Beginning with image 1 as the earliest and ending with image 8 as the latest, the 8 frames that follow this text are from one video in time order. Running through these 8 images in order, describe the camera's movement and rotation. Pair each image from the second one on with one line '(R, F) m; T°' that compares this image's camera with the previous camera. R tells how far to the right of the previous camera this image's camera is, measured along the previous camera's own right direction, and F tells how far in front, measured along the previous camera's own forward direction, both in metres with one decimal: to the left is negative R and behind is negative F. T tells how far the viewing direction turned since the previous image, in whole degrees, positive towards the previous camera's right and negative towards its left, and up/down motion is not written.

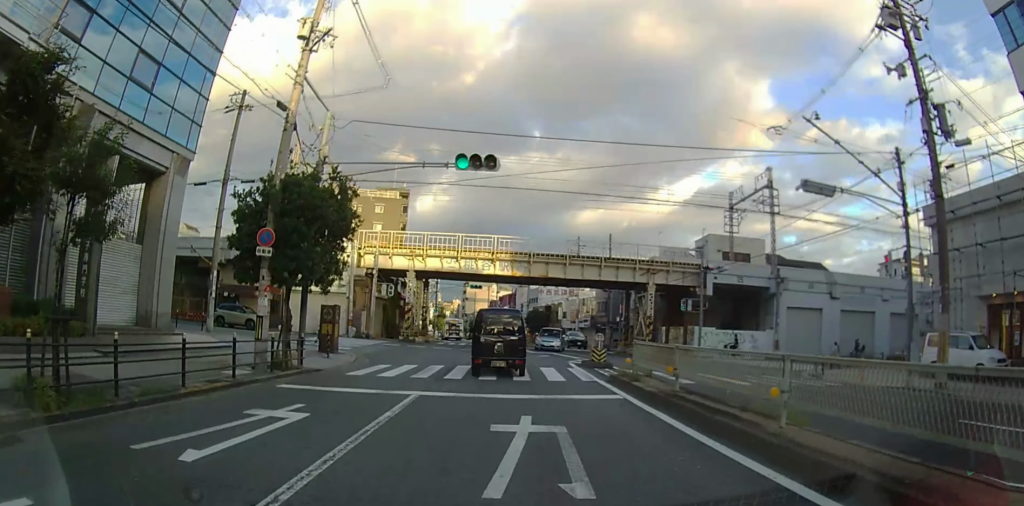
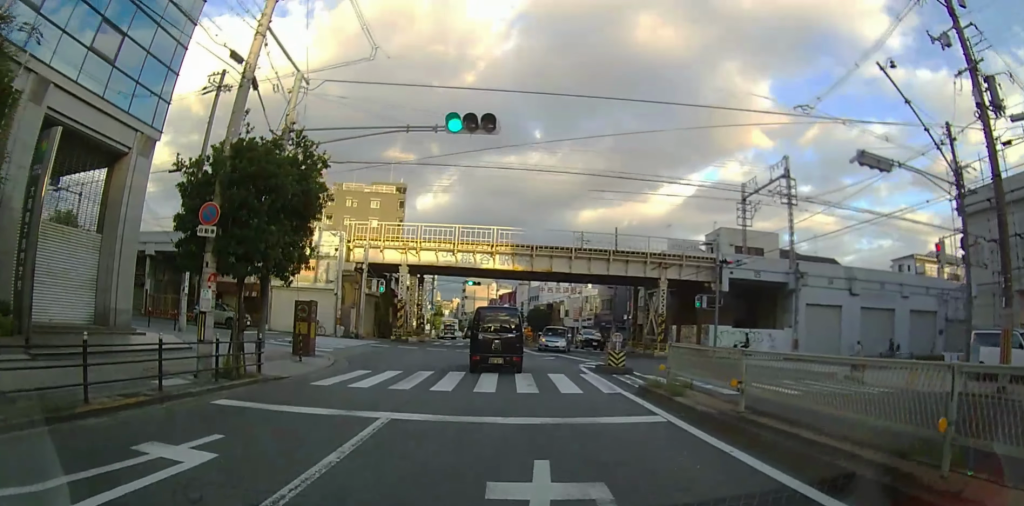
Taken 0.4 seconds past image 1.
(0.0, +2.7) m; 0°
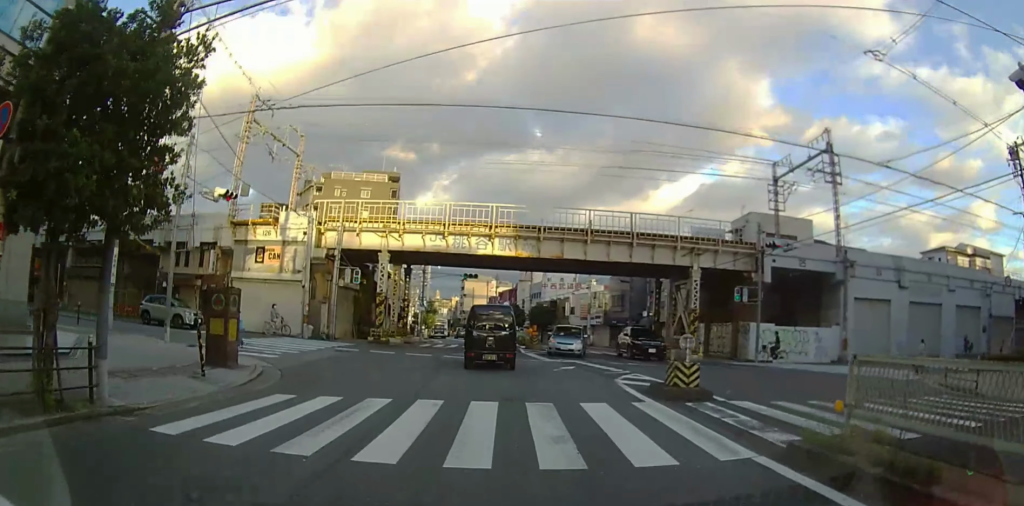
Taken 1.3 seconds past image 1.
(0.0, +5.7) m; 0°
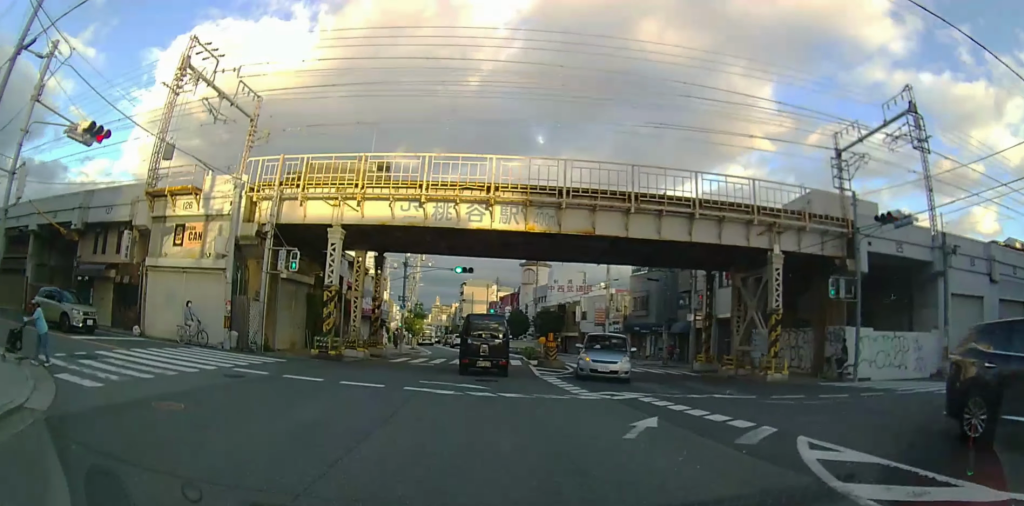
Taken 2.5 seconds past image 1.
(0.0, +8.8) m; 0°
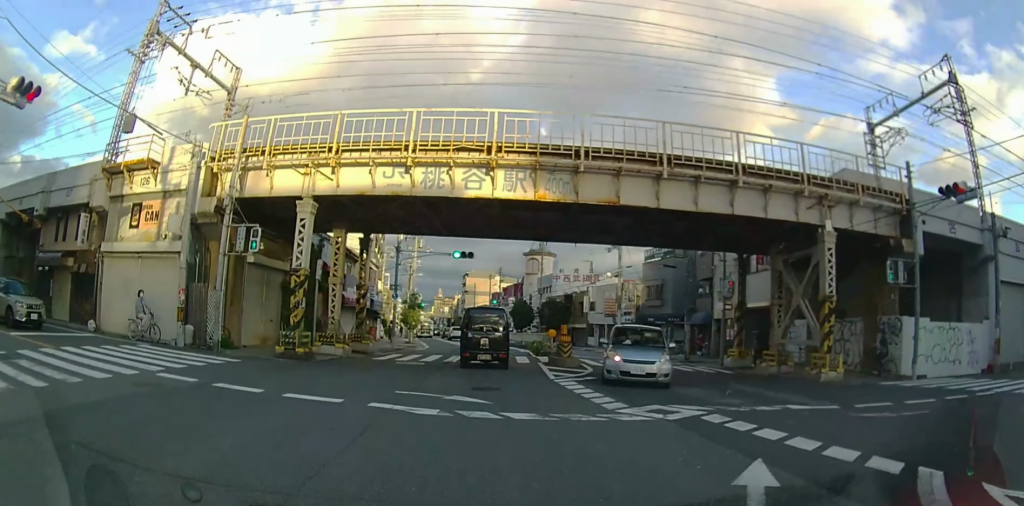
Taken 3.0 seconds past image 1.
(0.0, +3.6) m; 0°
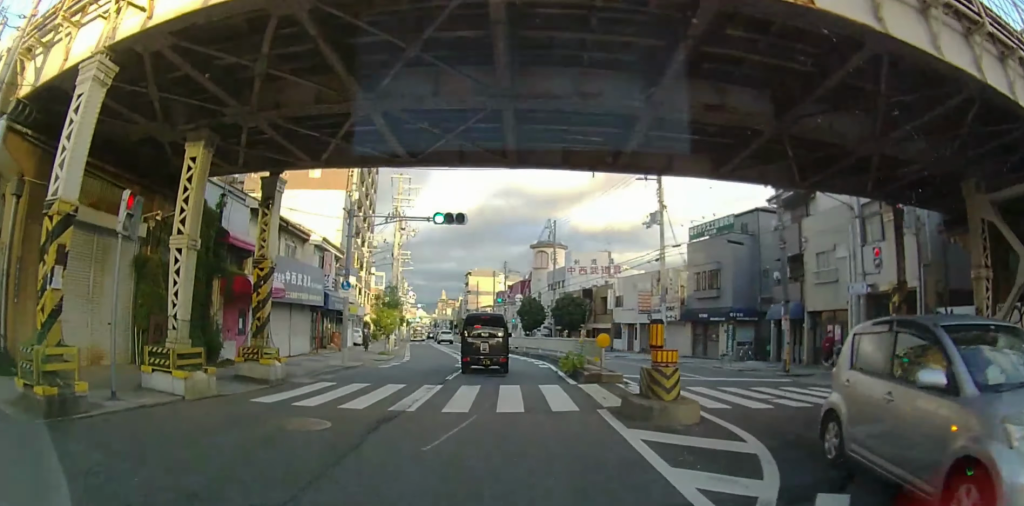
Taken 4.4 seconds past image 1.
(-0.1, +10.4) m; 0°
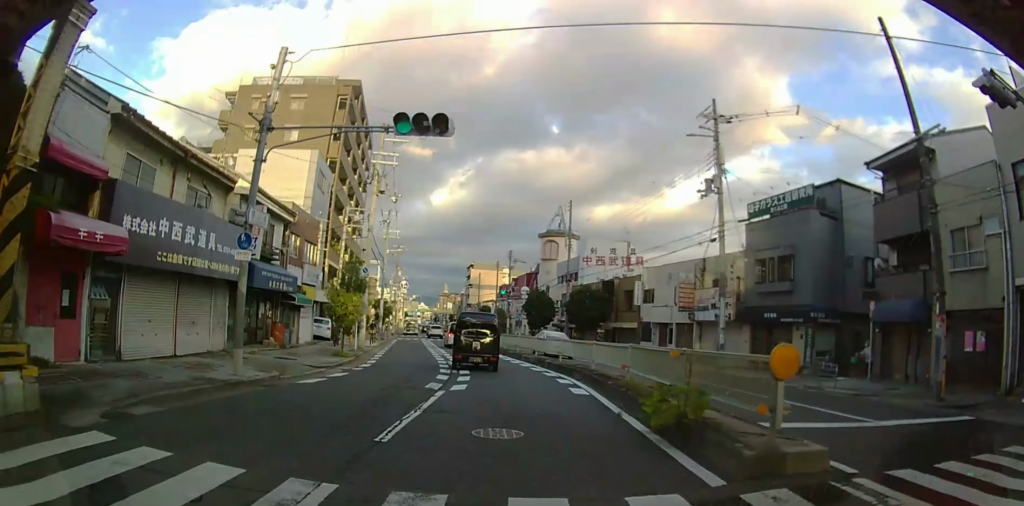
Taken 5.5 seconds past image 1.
(+0.1, +8.2) m; 0°
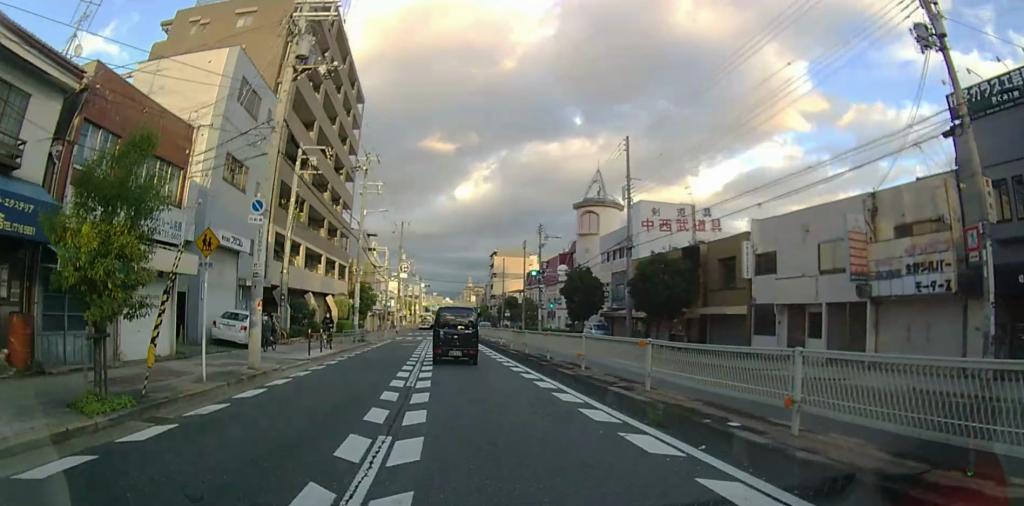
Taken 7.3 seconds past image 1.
(-0.9, +14.2) m; -9°
